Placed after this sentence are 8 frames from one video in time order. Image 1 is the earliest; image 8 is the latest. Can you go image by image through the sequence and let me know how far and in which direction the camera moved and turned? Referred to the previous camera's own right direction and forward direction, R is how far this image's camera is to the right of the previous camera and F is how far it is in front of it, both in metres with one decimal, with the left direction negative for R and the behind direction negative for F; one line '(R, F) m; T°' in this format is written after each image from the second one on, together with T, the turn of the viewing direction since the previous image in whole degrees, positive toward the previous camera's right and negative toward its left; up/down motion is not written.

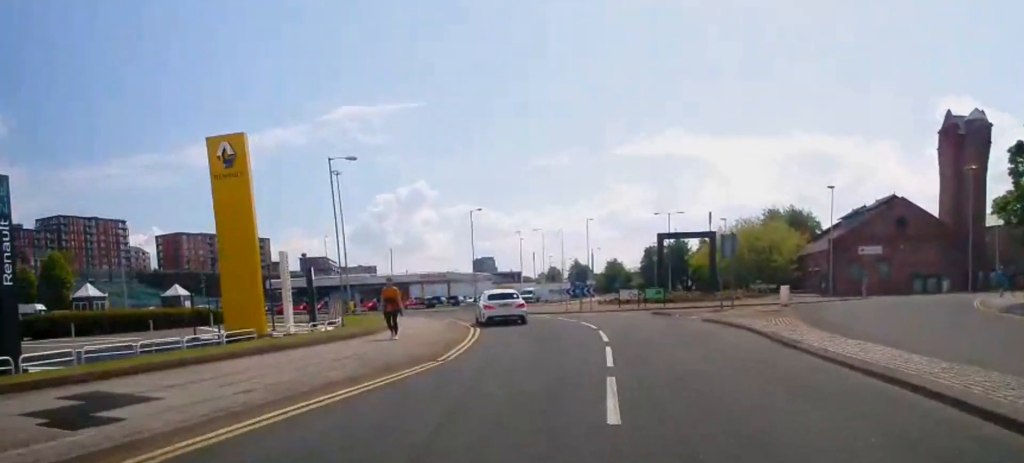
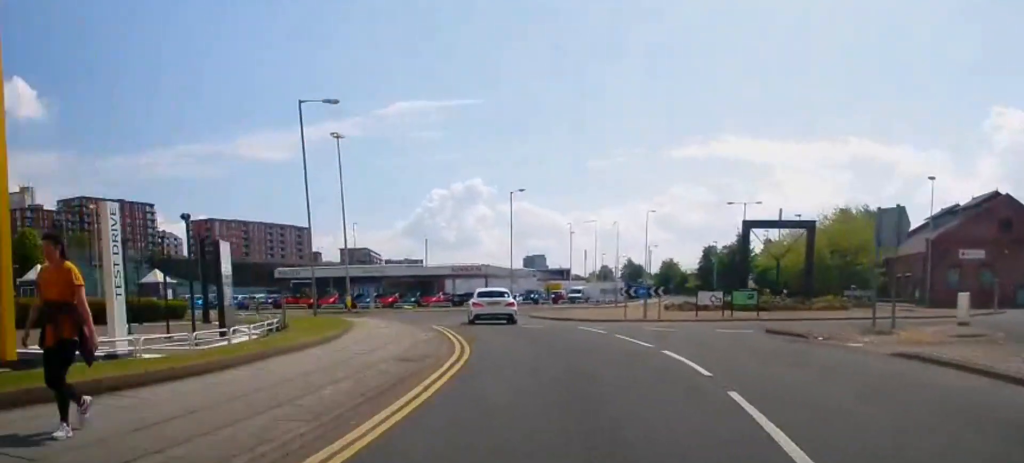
(-0.4, +14.5) m; -3°
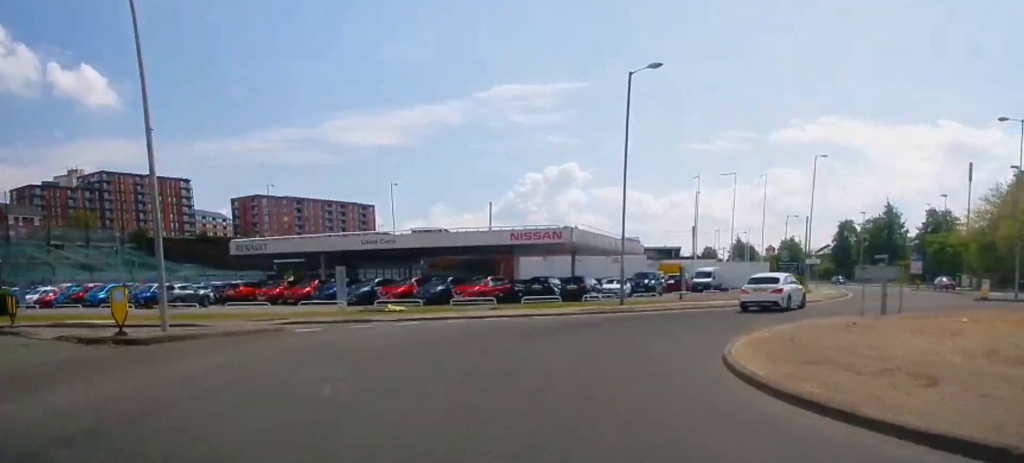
(-3.4, +37.3) m; -5°
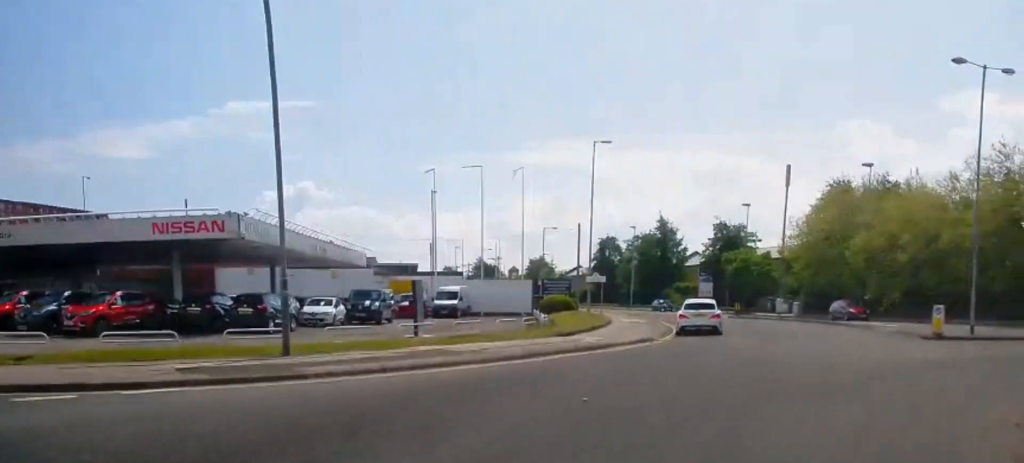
(+2.5, +18.3) m; +15°
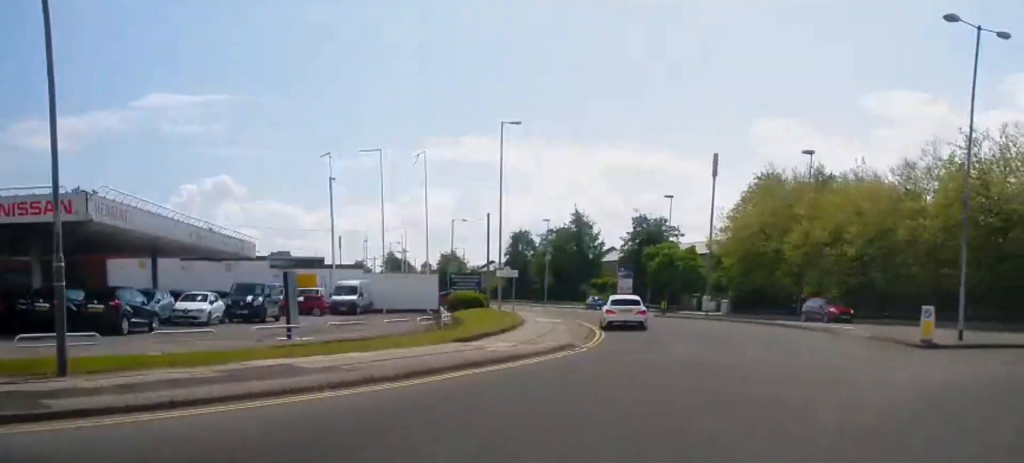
(+0.1, +5.2) m; +5°
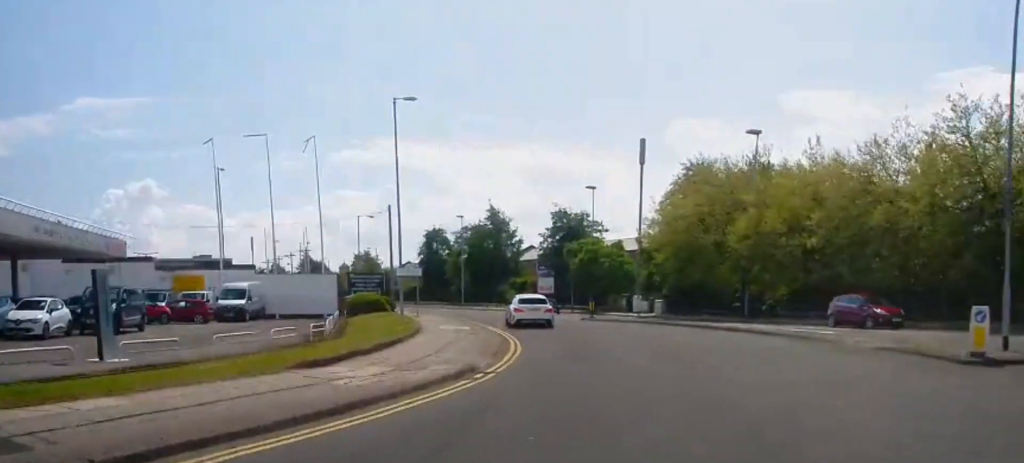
(+0.4, +6.8) m; +4°
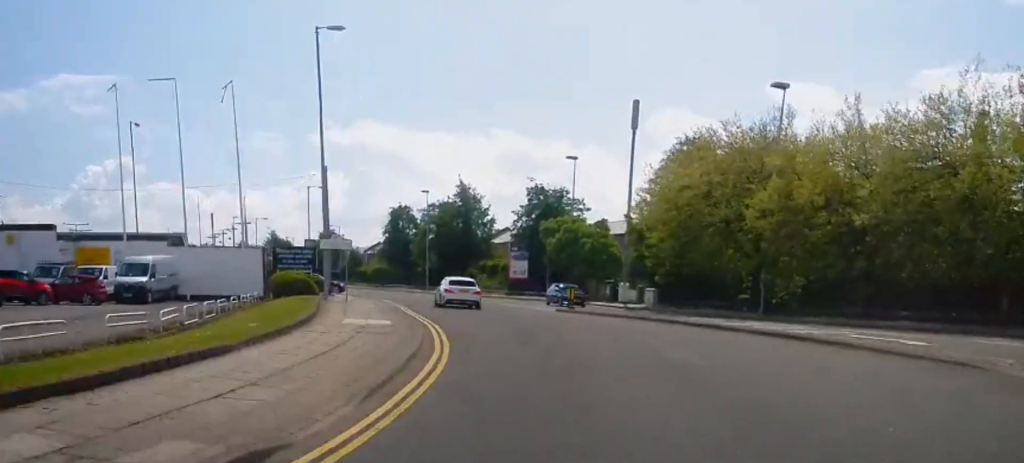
(+0.8, +10.1) m; +3°
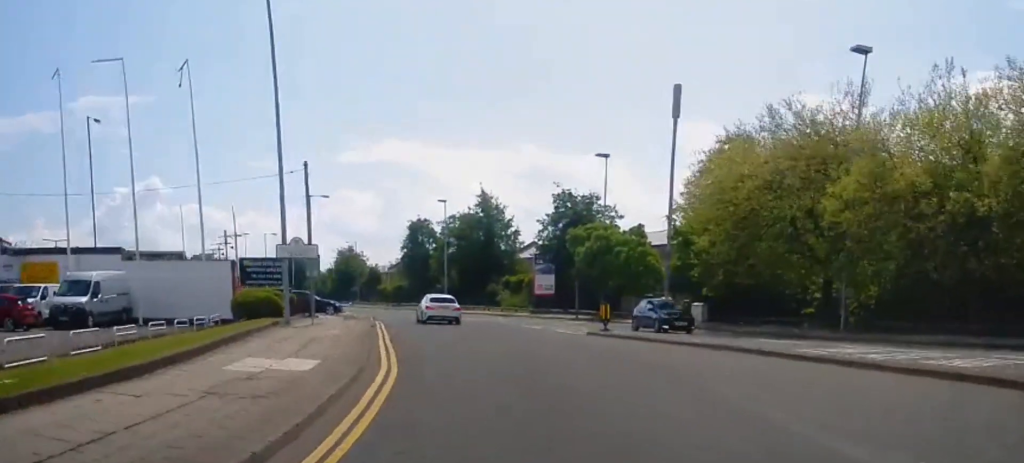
(-0.3, +8.2) m; -1°
